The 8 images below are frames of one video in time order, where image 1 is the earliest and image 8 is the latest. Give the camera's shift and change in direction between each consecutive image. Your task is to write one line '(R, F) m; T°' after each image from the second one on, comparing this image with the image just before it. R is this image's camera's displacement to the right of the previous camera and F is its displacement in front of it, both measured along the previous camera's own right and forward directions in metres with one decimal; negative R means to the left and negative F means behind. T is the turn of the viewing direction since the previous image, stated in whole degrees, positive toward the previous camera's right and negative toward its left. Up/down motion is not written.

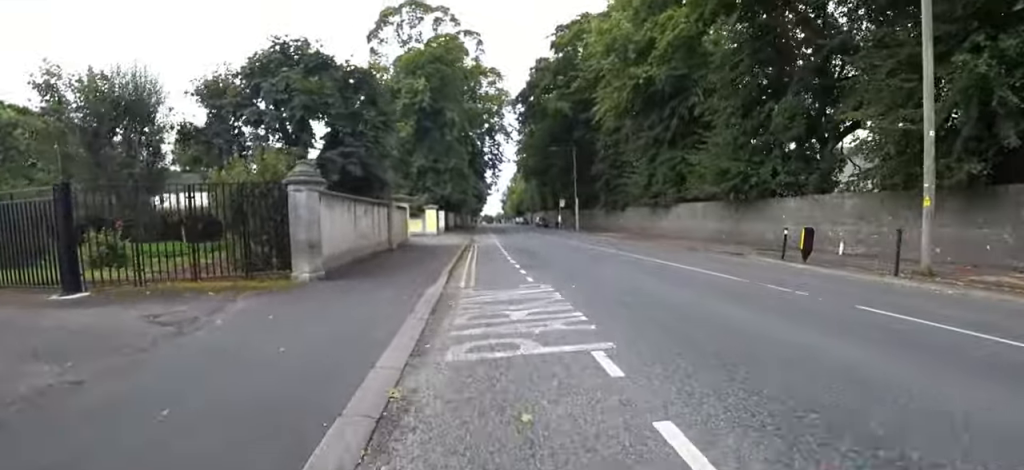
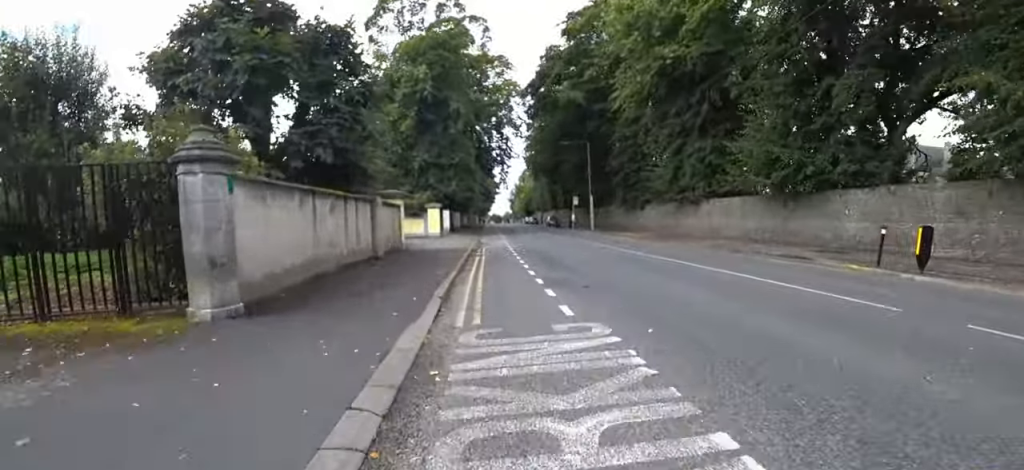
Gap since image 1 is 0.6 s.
(+0.3, +3.3) m; 0°
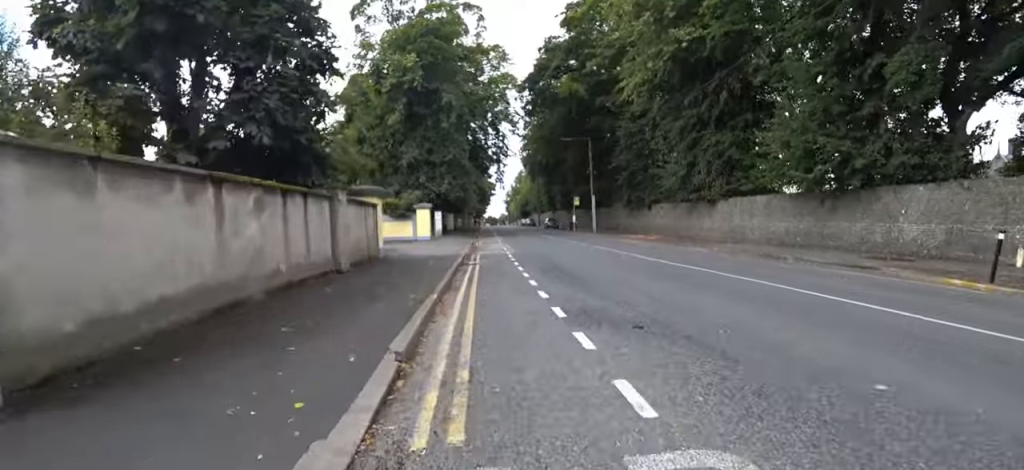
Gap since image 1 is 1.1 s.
(+0.1, +2.8) m; 0°
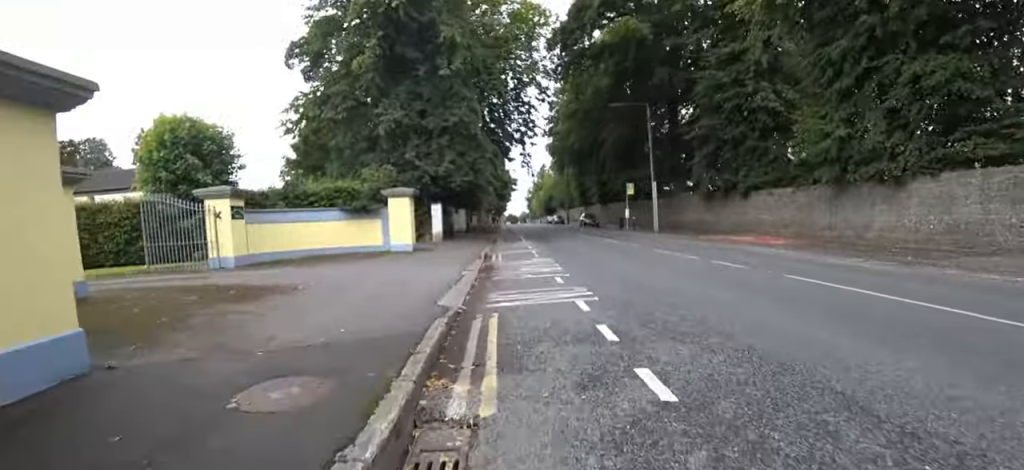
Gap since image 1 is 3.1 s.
(0.0, +11.2) m; -1°
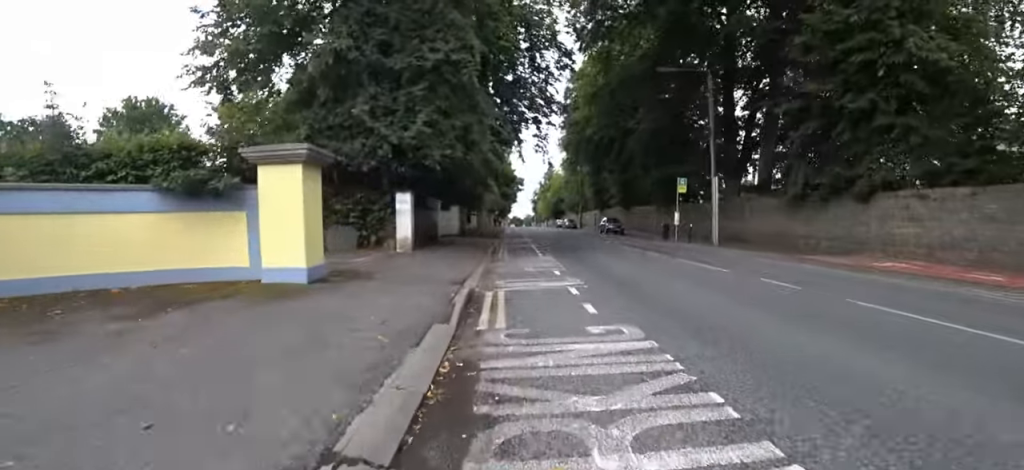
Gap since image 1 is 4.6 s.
(-0.5, +8.2) m; 0°
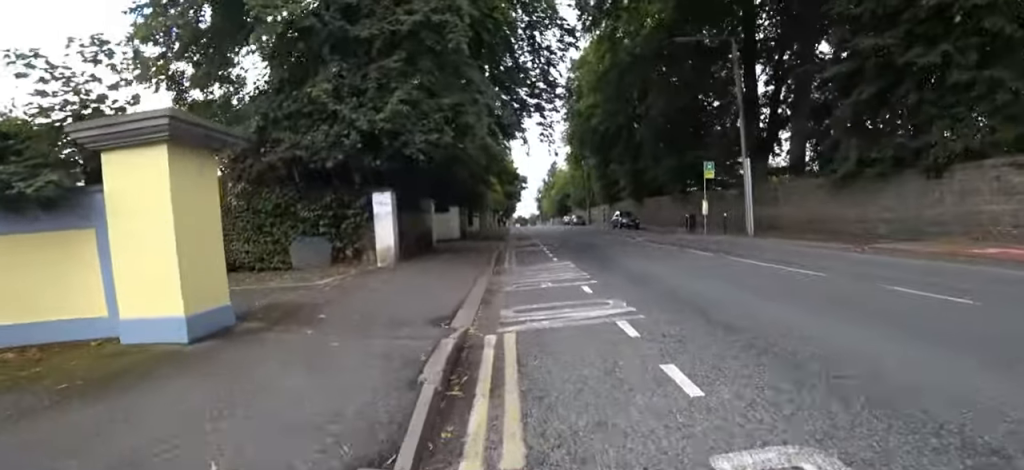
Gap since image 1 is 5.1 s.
(0.0, +2.8) m; +1°
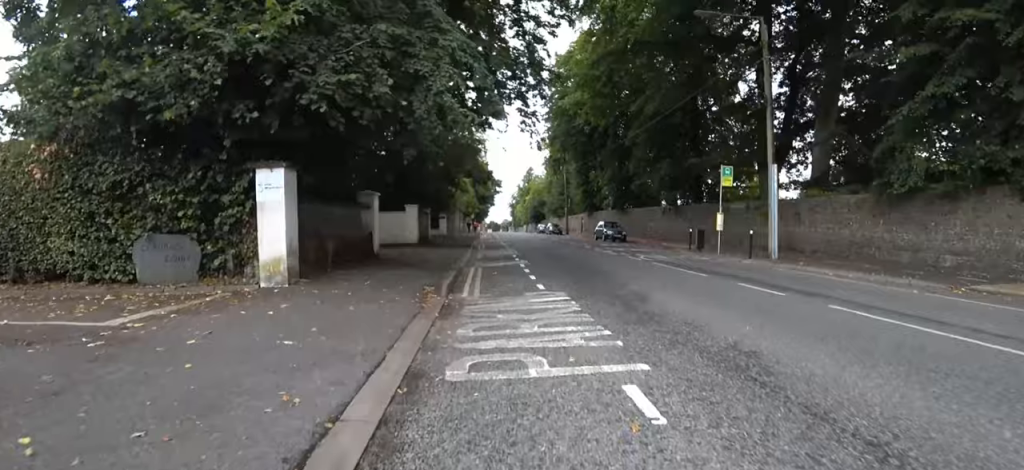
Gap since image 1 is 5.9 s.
(+0.4, +4.4) m; 0°
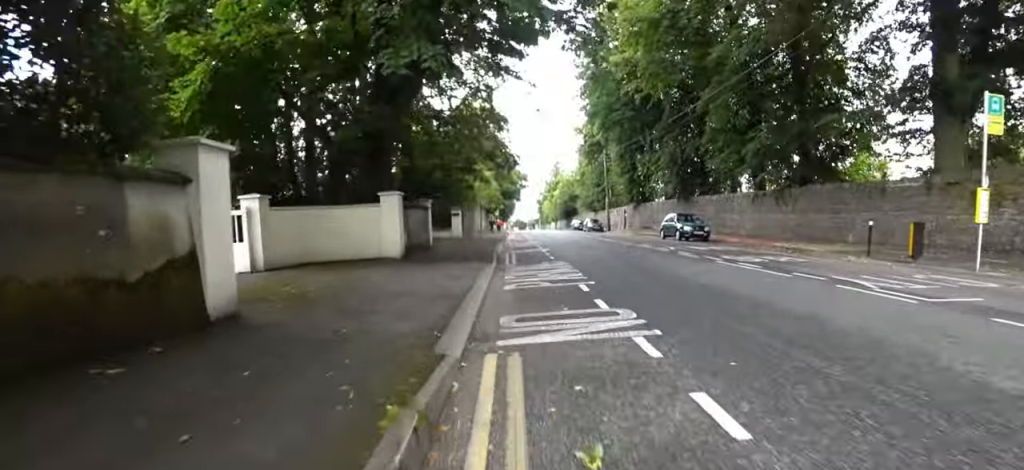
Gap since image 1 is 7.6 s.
(-0.7, +8.8) m; -1°
